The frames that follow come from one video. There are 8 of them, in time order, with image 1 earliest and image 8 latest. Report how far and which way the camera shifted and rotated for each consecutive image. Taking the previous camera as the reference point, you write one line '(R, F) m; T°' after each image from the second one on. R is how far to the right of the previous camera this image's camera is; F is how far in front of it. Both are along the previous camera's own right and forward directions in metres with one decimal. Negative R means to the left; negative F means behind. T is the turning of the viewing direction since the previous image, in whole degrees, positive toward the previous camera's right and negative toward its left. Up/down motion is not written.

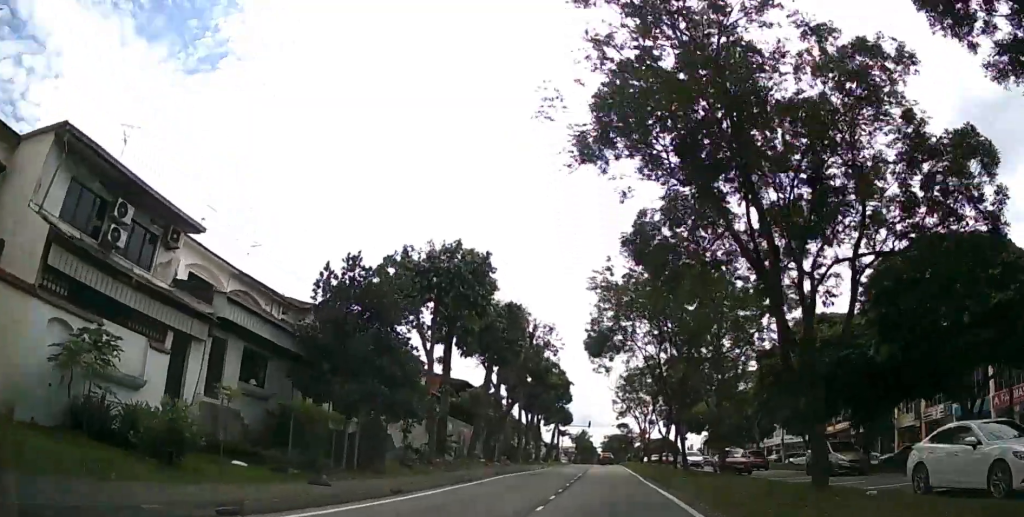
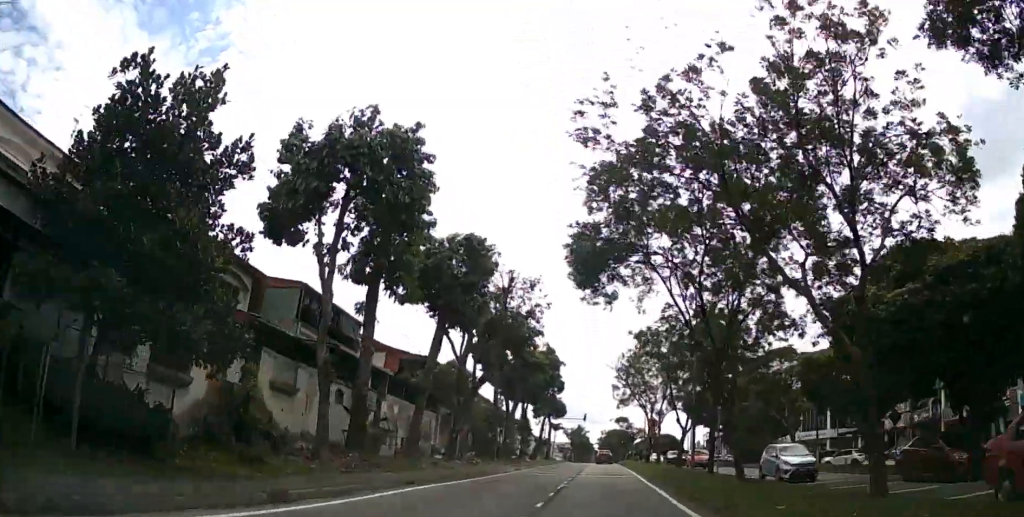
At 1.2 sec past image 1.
(-0.1, +11.2) m; 0°
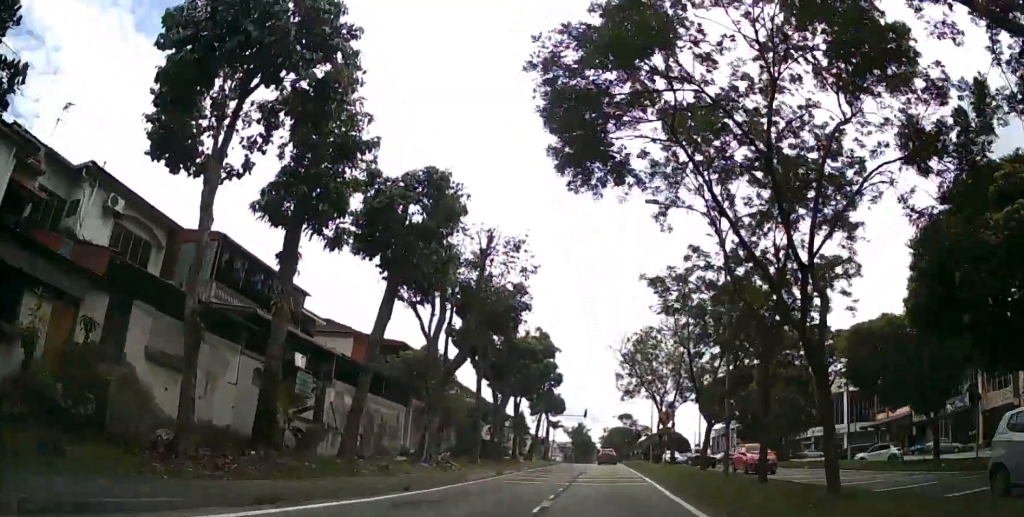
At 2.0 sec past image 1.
(0.0, +6.7) m; 0°
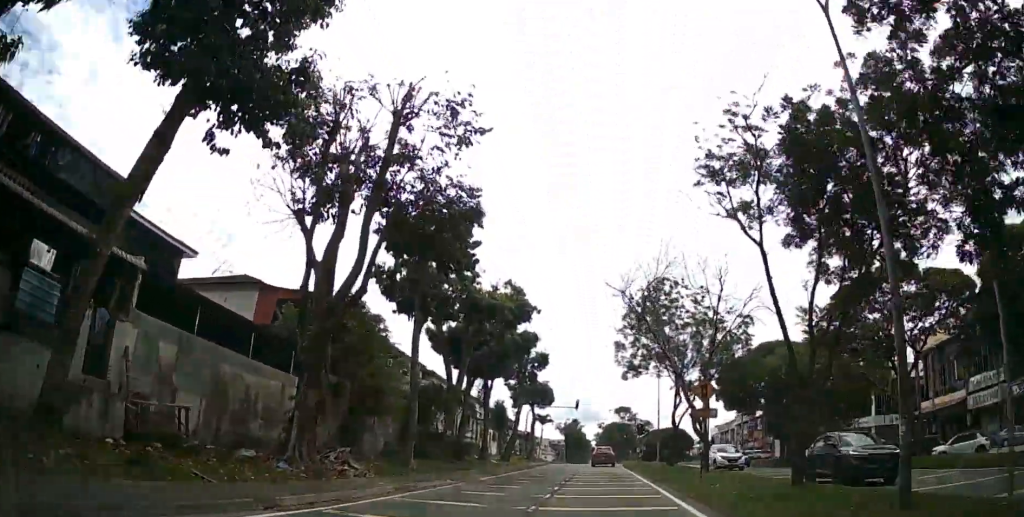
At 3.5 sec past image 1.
(-0.1, +11.5) m; +1°
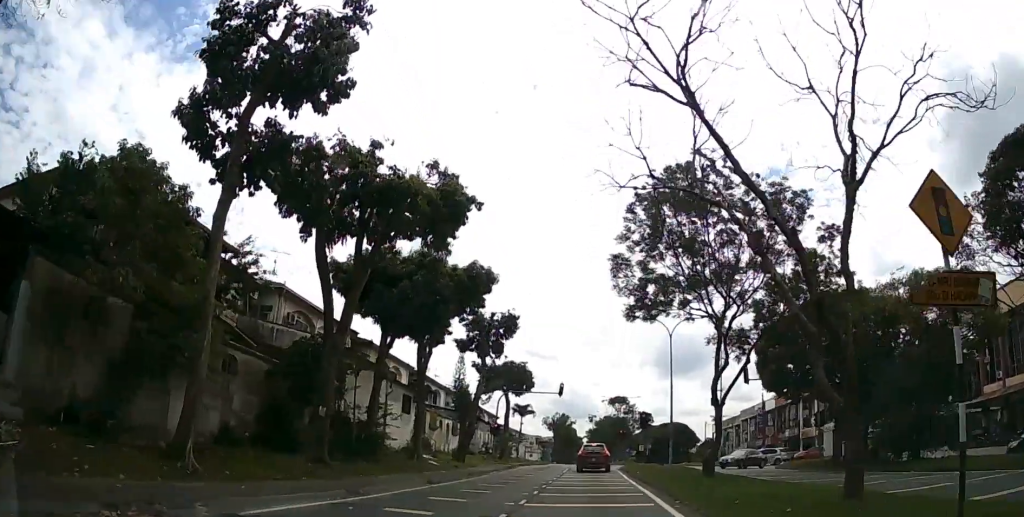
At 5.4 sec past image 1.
(+0.4, +13.8) m; +3°
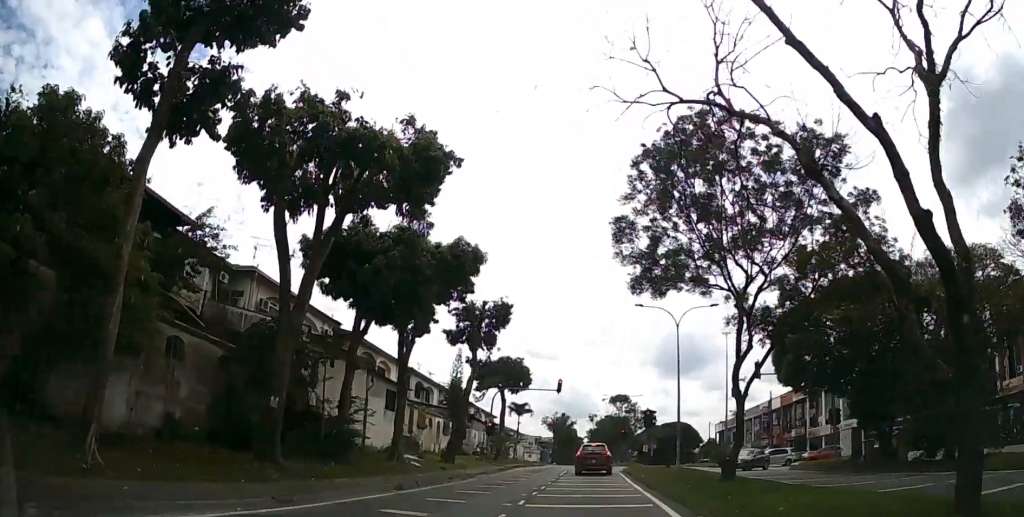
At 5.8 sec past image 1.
(0.0, +3.0) m; 0°
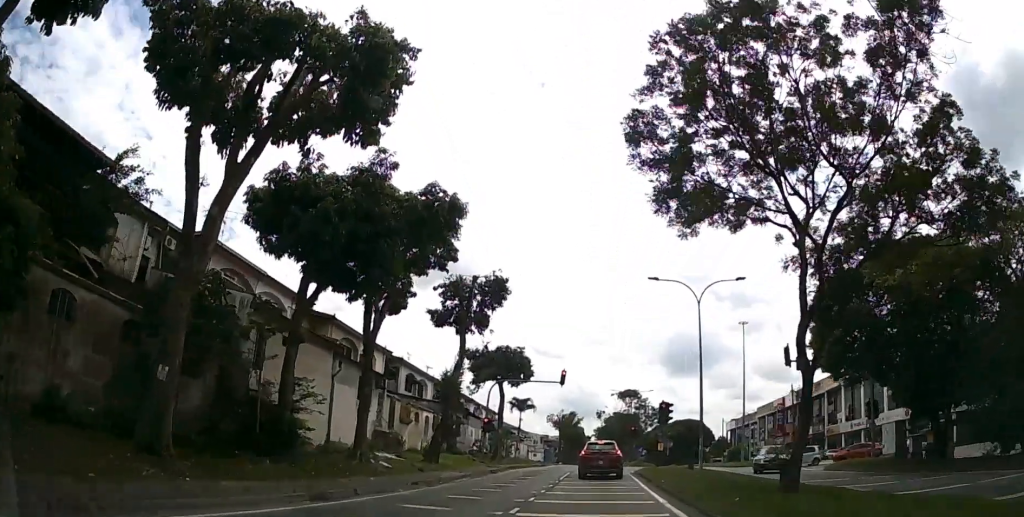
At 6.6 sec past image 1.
(0.0, +4.6) m; -1°
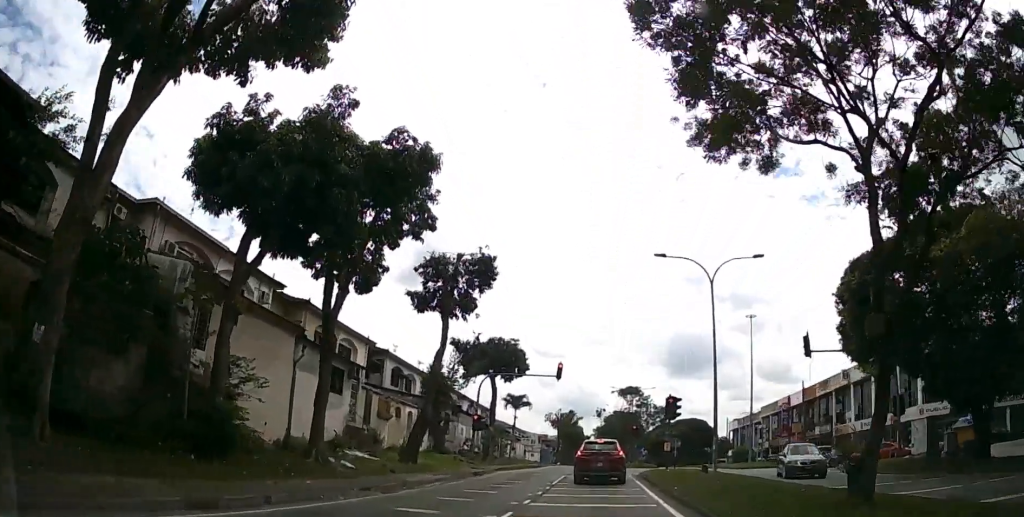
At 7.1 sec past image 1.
(0.0, +3.3) m; 0°
